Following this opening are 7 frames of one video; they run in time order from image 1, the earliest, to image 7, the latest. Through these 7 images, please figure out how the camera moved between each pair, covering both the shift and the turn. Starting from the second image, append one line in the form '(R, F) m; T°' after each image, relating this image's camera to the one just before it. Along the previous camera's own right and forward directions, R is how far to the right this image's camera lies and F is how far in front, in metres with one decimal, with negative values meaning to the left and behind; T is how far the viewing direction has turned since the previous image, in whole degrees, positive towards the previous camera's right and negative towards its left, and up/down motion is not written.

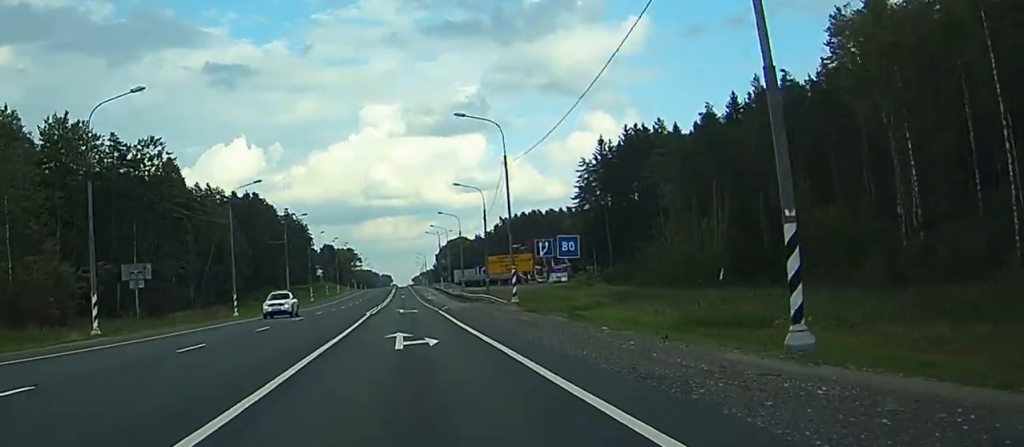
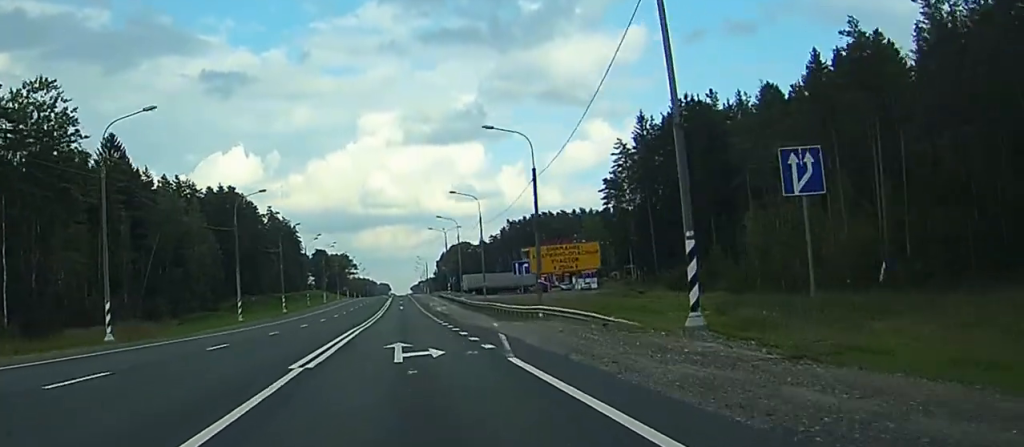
(0.0, +32.2) m; 0°
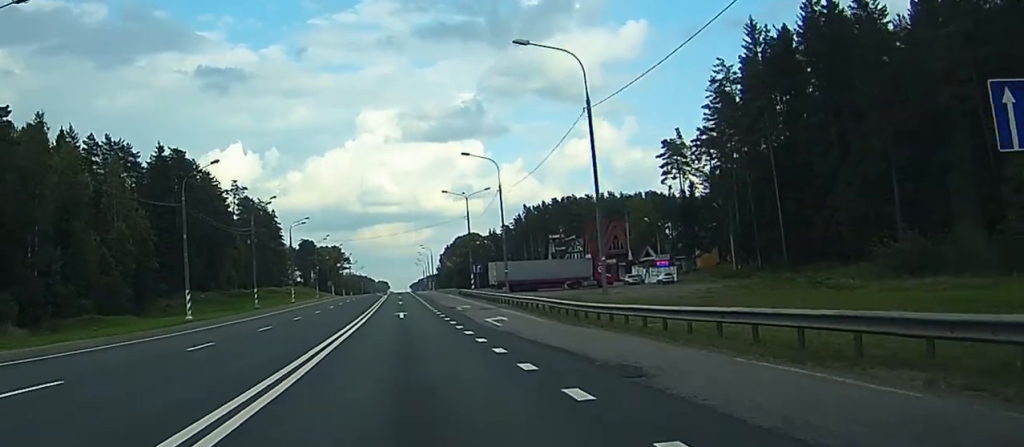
(+0.3, +50.0) m; +1°
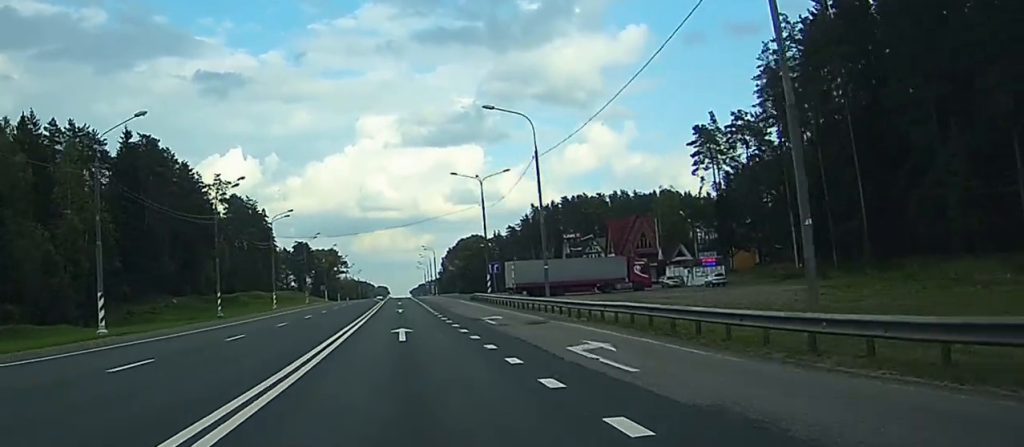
(+0.1, +18.3) m; 0°
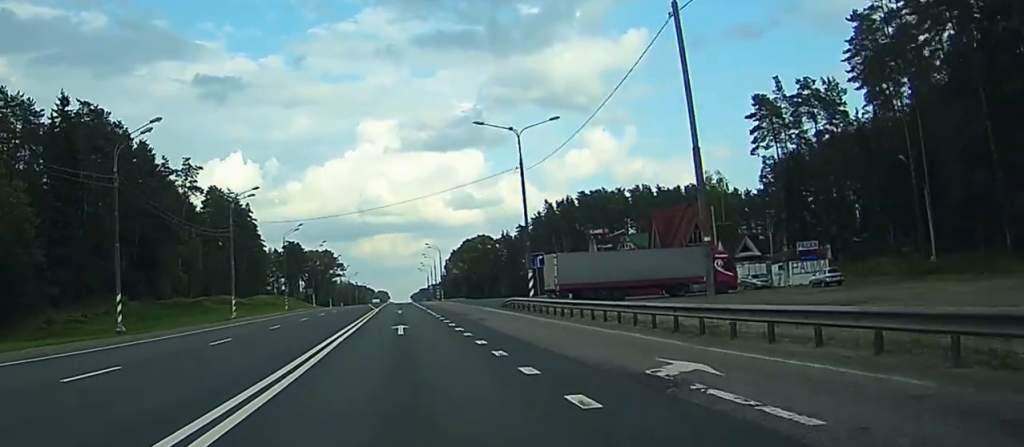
(-0.1, +26.0) m; 0°
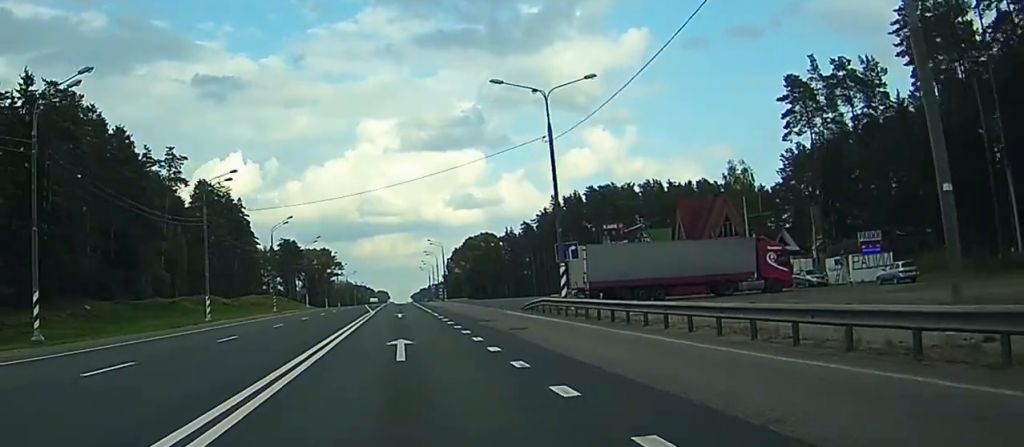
(0.0, +11.0) m; 0°
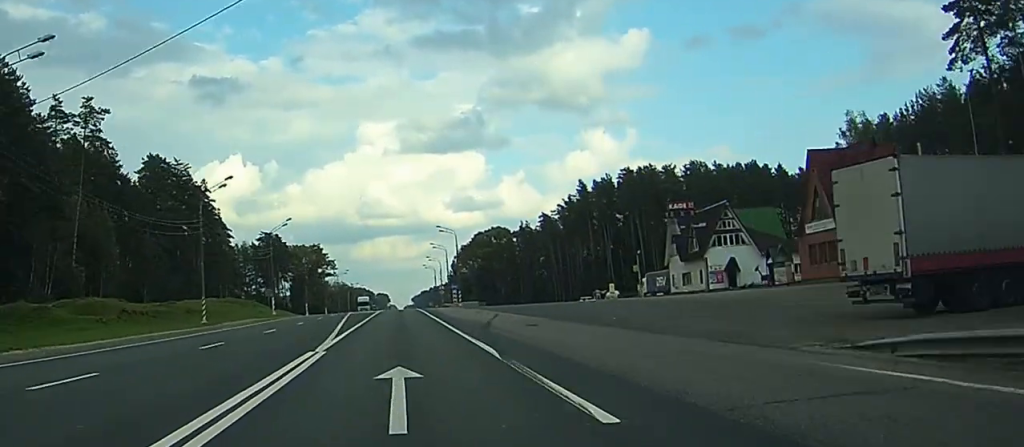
(+0.2, +38.1) m; 0°
